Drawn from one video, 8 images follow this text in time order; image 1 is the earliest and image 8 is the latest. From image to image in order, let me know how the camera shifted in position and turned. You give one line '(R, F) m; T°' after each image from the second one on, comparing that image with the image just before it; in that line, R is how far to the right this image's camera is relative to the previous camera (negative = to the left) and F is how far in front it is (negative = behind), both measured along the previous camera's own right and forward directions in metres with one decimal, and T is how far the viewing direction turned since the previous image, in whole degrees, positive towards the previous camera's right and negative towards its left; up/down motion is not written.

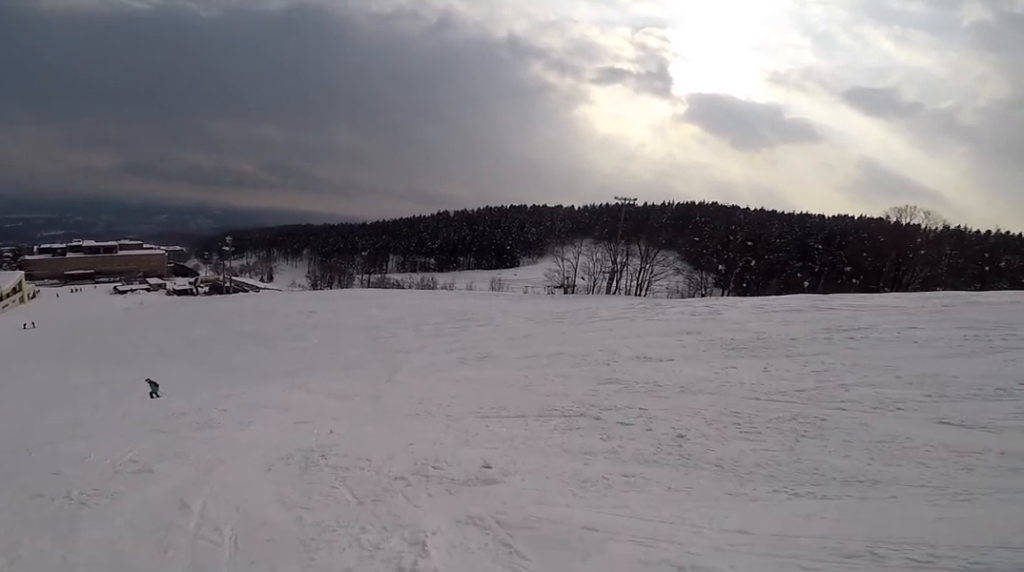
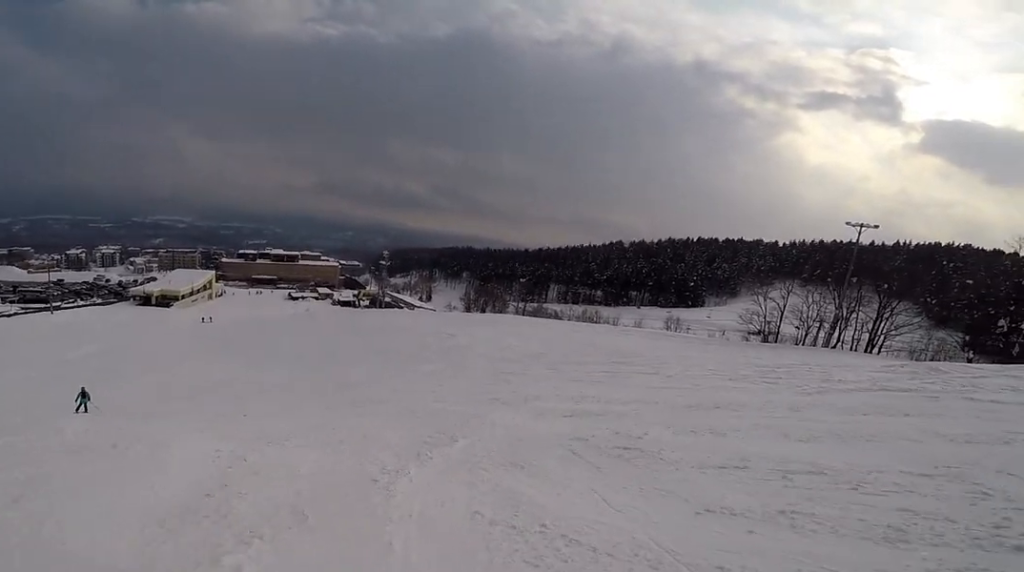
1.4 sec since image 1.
(-0.9, +7.6) m; -27°
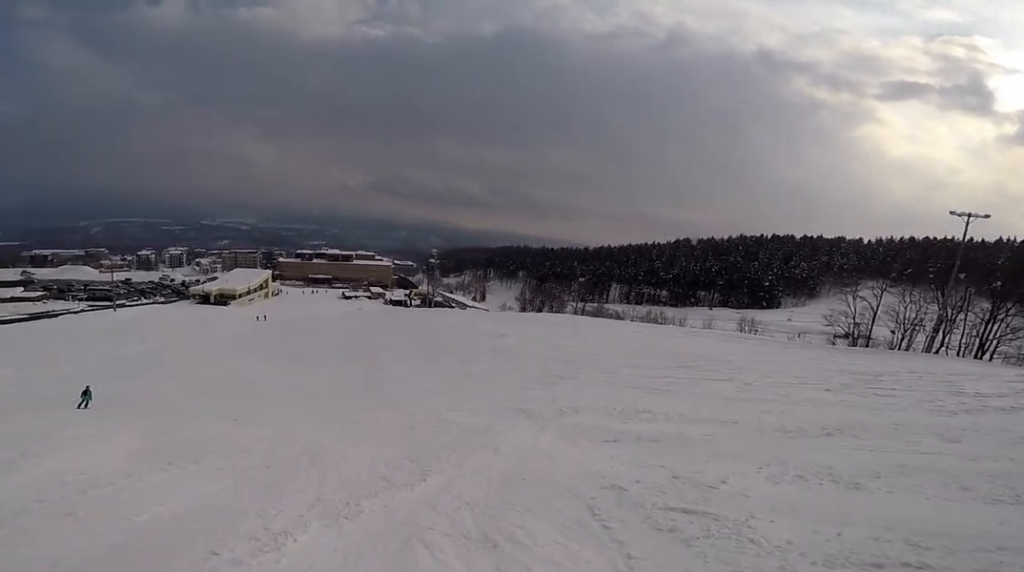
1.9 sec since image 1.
(-0.5, +2.7) m; -21°
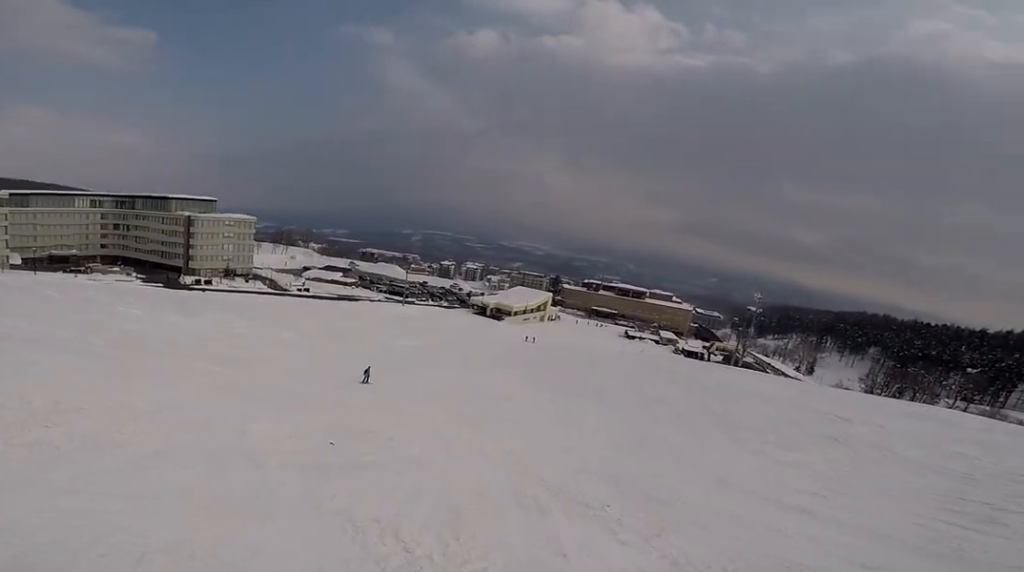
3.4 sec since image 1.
(-4.2, +6.0) m; -48°
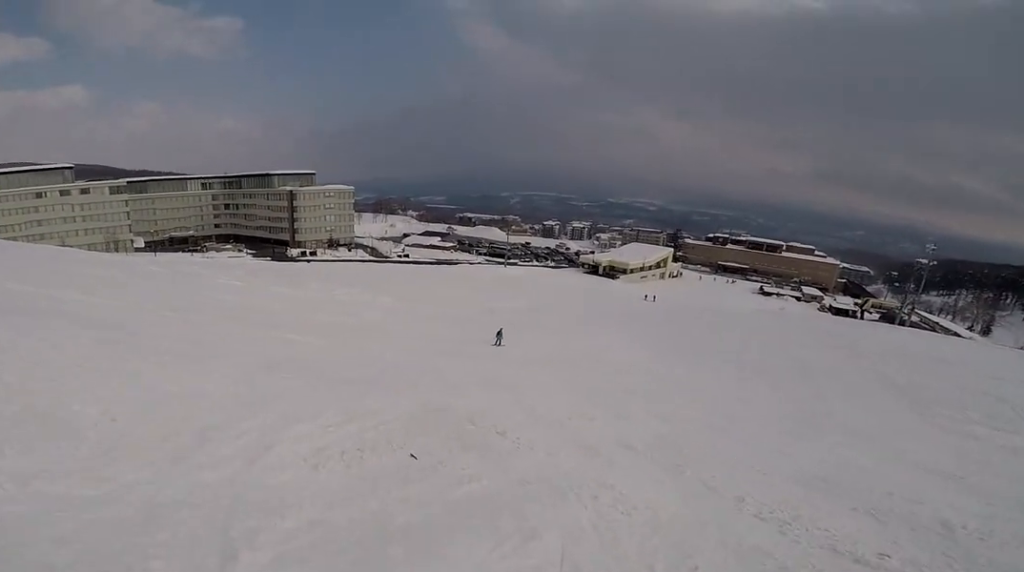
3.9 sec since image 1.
(0.0, +2.9) m; -5°
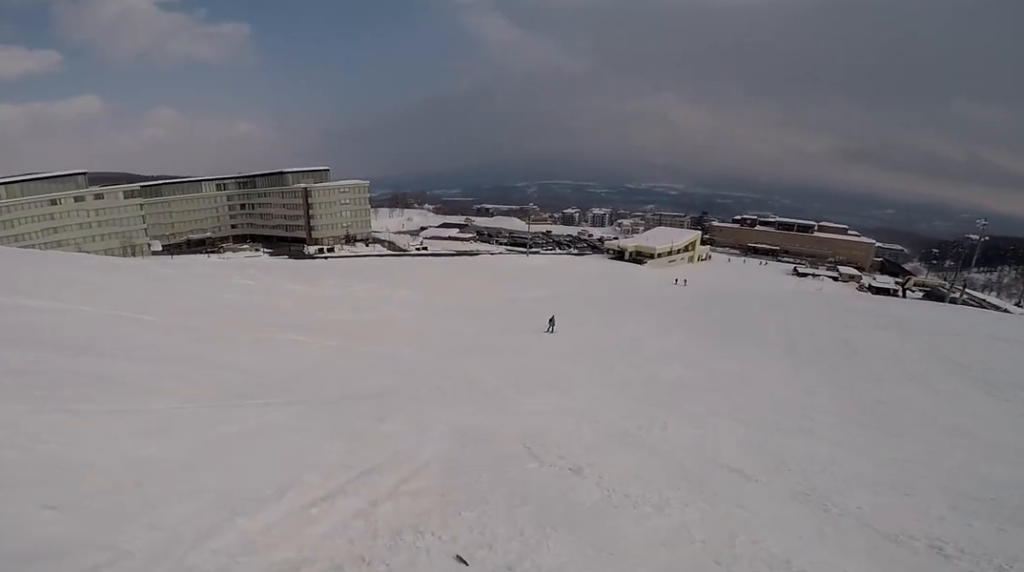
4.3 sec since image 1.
(+0.4, +2.2) m; -1°
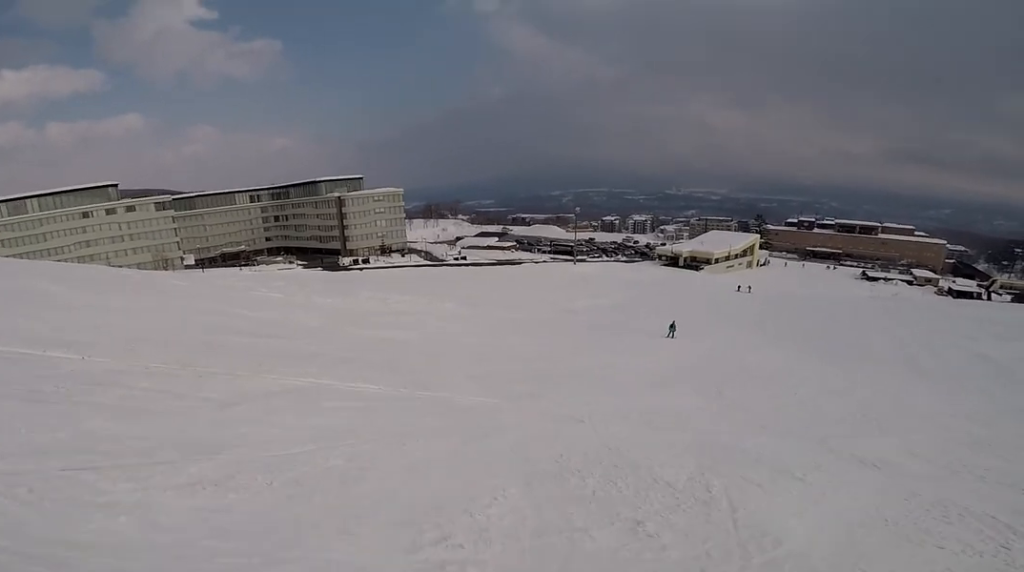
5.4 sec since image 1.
(-0.7, +5.7) m; +2°
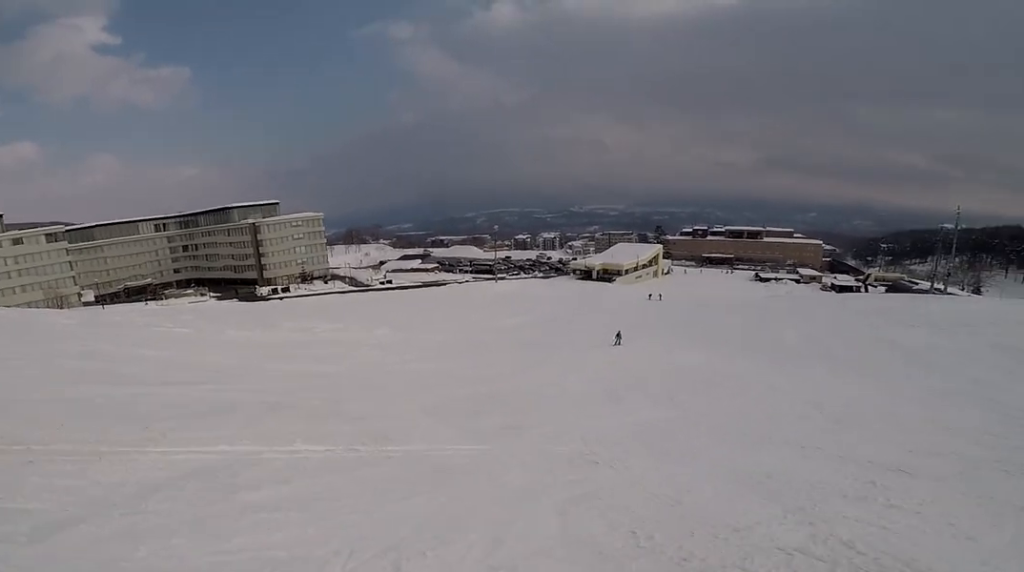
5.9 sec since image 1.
(+0.3, +3.0) m; +7°
